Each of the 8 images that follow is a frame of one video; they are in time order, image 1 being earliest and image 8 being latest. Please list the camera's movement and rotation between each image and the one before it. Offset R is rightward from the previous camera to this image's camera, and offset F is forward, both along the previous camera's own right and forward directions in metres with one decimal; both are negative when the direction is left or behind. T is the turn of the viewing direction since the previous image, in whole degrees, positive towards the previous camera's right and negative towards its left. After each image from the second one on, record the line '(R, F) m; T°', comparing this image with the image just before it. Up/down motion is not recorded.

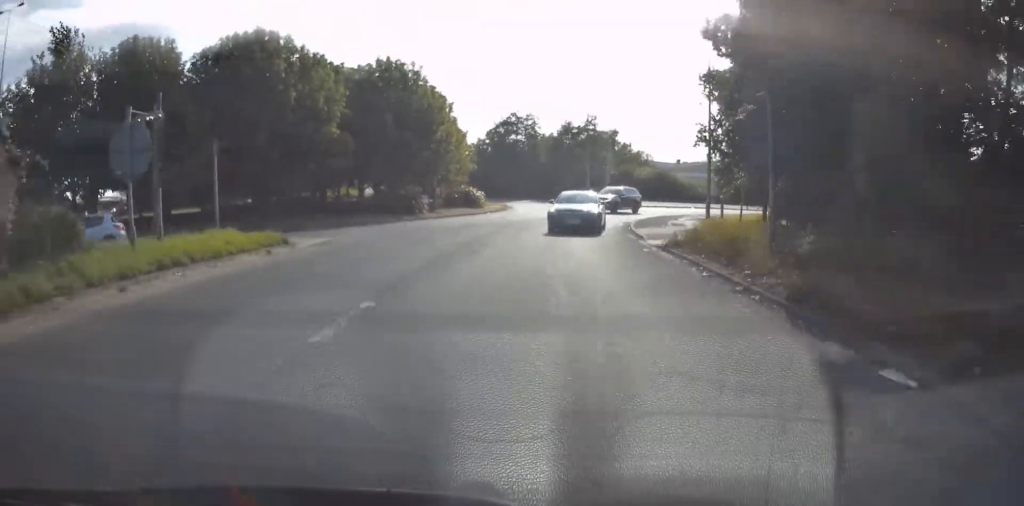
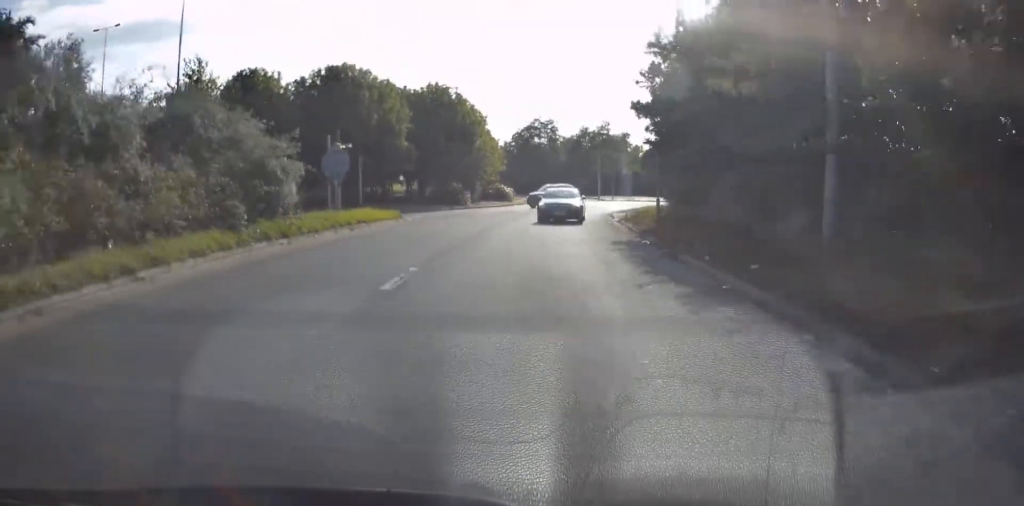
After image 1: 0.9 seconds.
(+0.1, +8.7) m; -4°
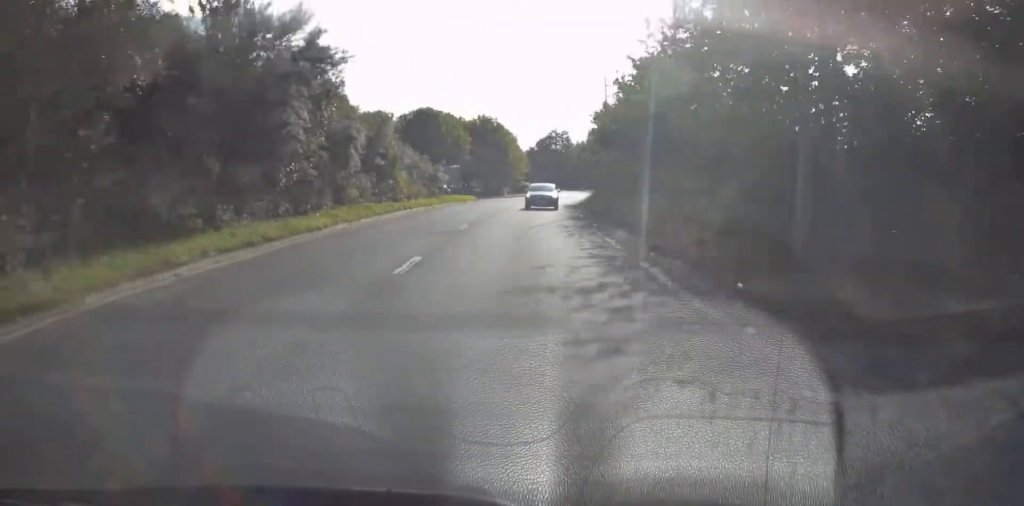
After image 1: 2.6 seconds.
(-2.5, +20.1) m; -9°
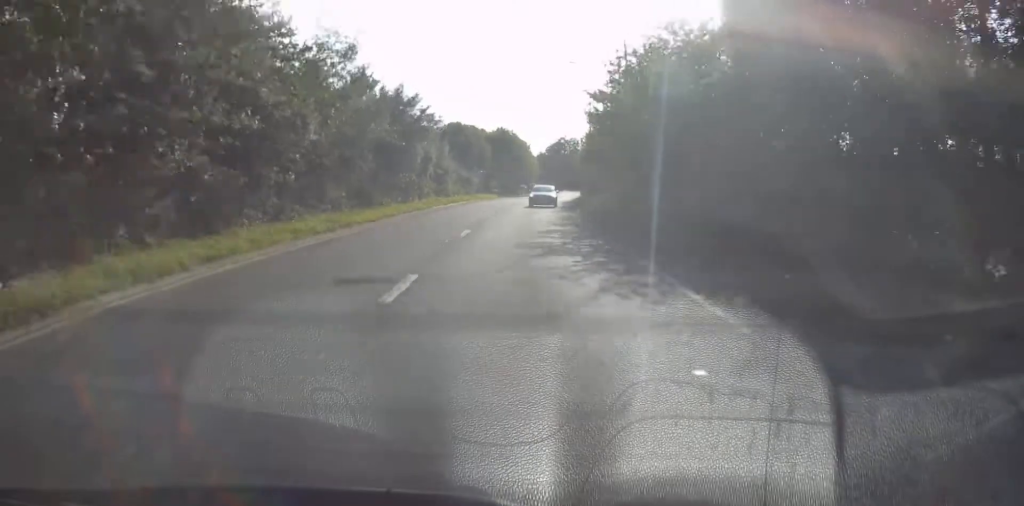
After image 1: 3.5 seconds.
(0.0, +11.7) m; -1°
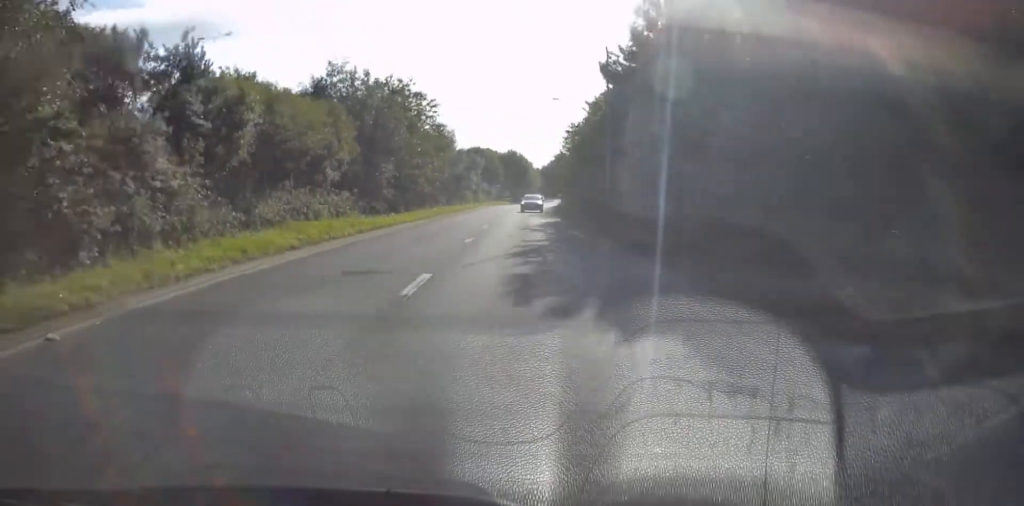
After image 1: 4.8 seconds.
(-0.4, +20.3) m; -4°
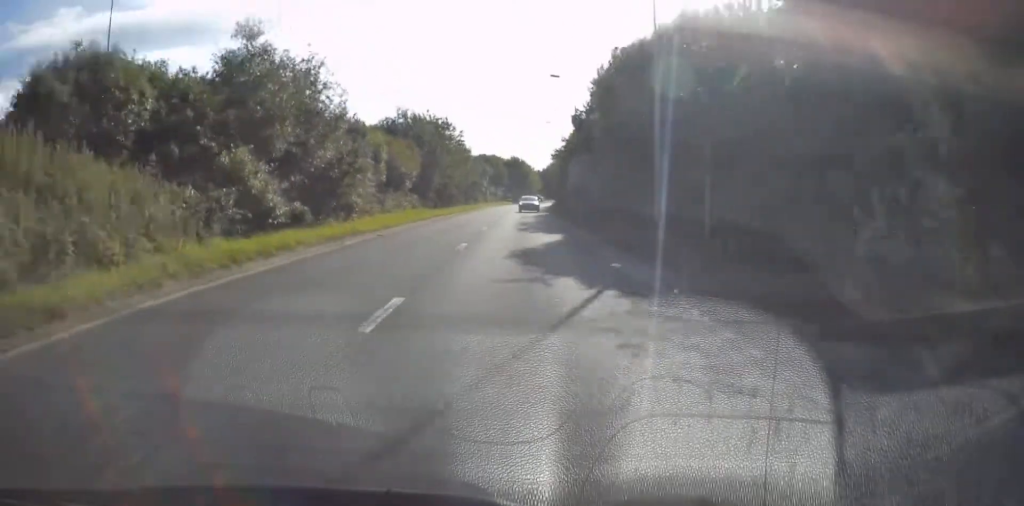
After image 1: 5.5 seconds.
(-0.5, +13.3) m; -2°
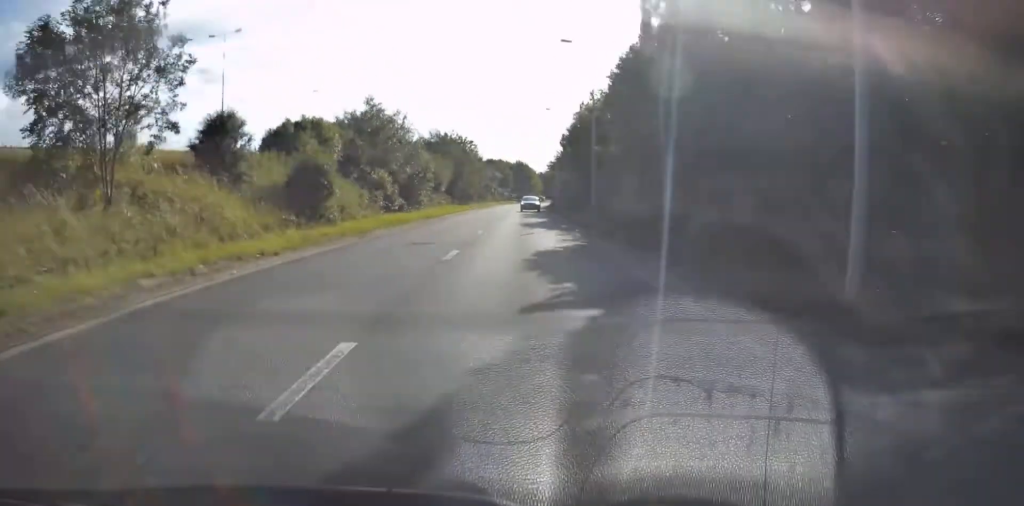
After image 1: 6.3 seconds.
(-0.3, +14.7) m; -1°
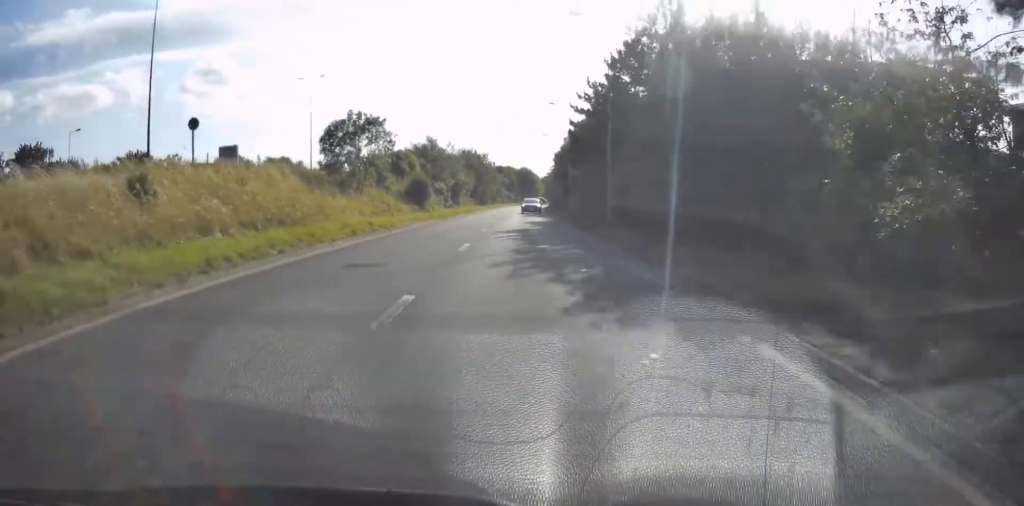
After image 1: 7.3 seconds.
(-0.1, +20.1) m; -1°
